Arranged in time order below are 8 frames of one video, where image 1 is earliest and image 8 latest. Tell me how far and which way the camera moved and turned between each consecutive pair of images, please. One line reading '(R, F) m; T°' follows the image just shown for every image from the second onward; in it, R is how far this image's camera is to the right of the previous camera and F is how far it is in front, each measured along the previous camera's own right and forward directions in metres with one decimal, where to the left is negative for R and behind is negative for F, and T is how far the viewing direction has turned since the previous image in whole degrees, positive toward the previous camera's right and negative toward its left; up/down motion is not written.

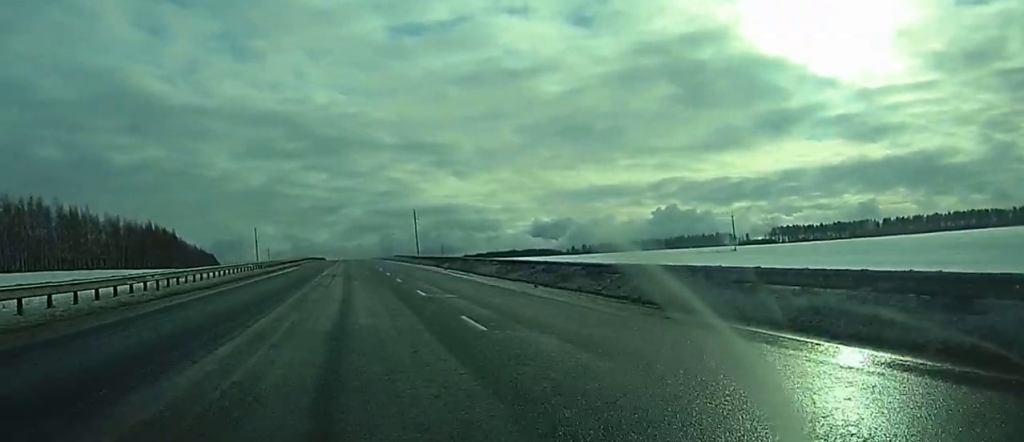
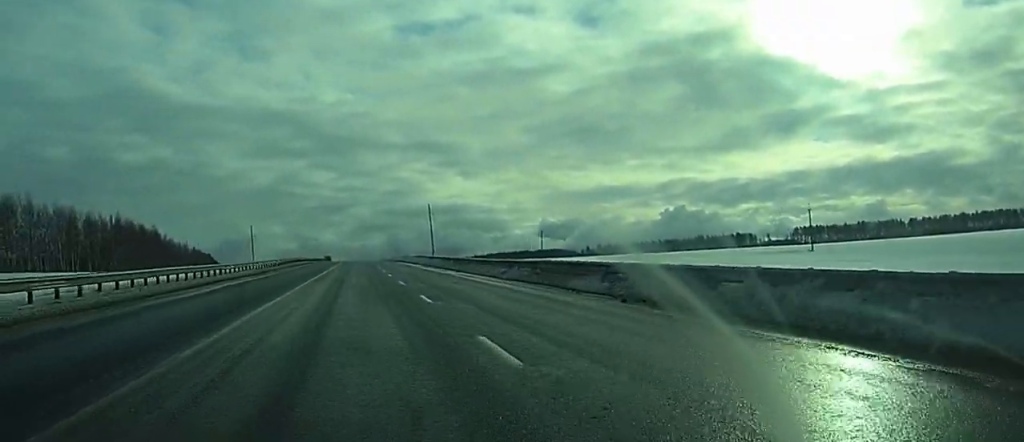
(-0.4, +40.7) m; -1°
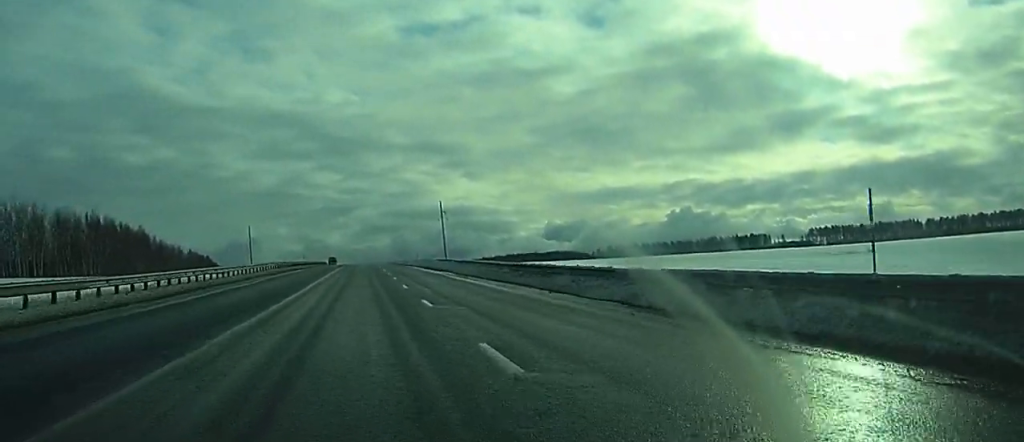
(-0.1, +24.4) m; -1°
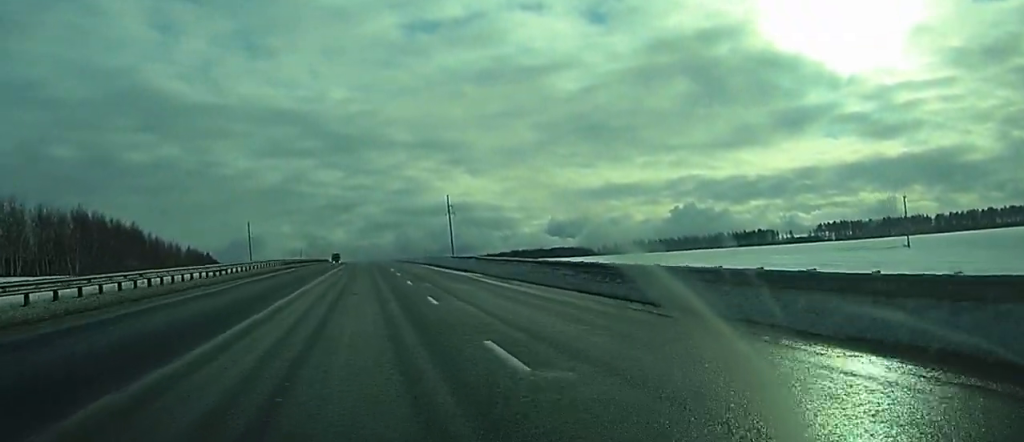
(-0.1, +12.3) m; 0°
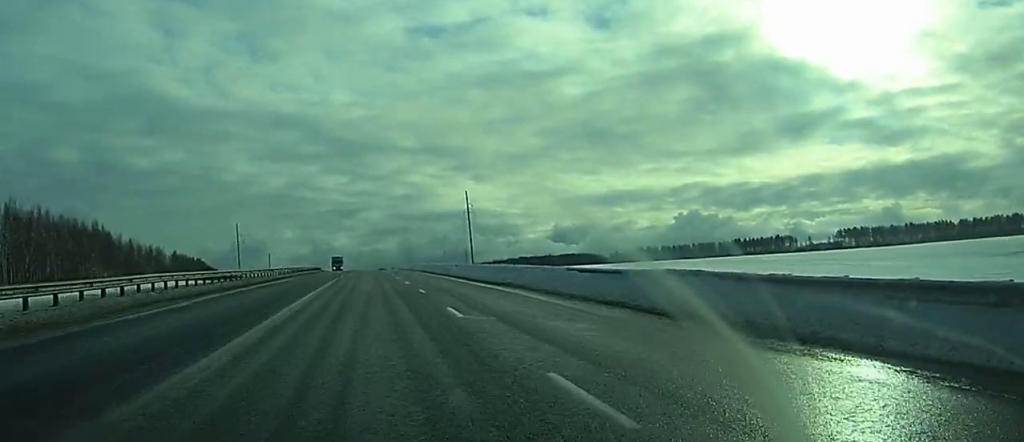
(-0.1, +39.9) m; 0°
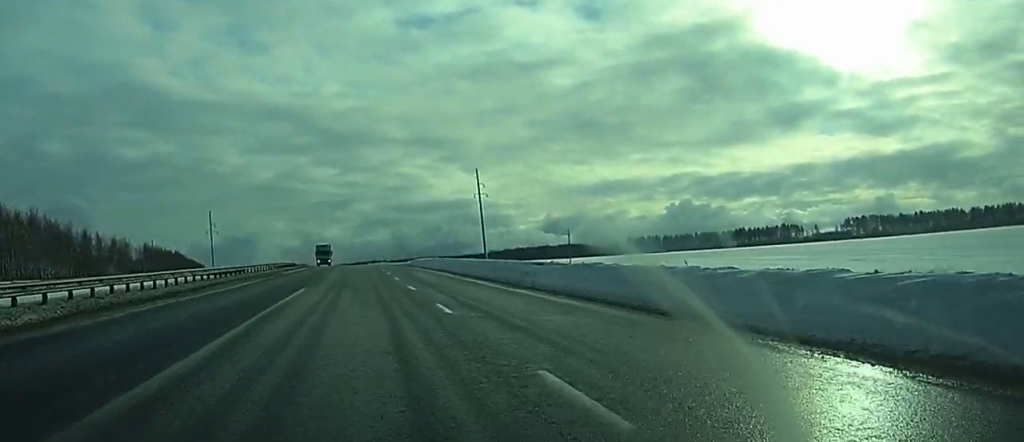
(+1.0, +37.4) m; 0°
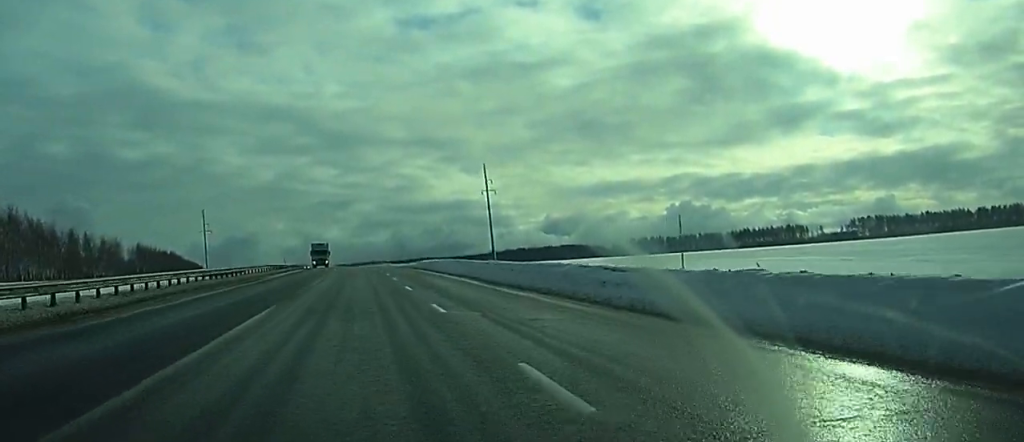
(+0.8, +11.4) m; -2°
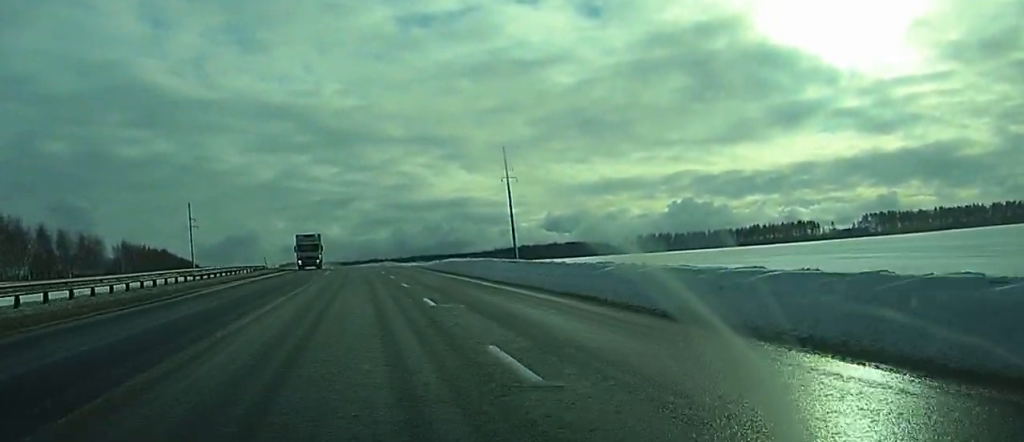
(-2.5, +21.3) m; -3°
